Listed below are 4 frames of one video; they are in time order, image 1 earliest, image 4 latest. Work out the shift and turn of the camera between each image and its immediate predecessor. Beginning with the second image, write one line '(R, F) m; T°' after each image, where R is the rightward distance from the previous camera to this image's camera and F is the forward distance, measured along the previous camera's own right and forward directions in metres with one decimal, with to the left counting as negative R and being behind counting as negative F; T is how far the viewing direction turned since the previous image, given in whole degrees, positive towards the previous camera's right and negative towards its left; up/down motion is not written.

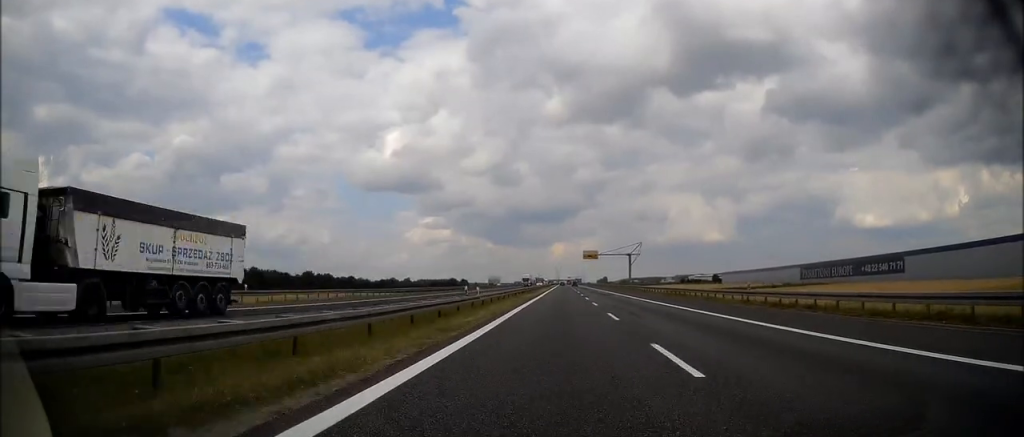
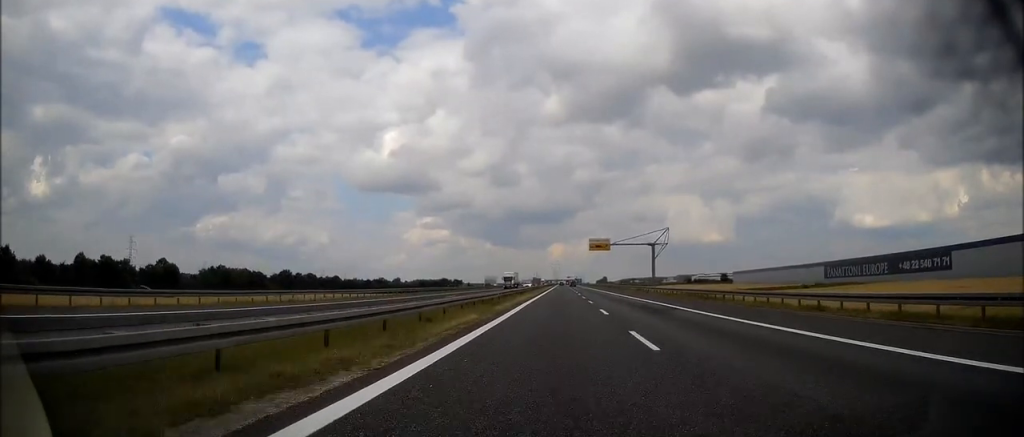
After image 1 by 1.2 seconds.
(+0.2, +34.5) m; +1°
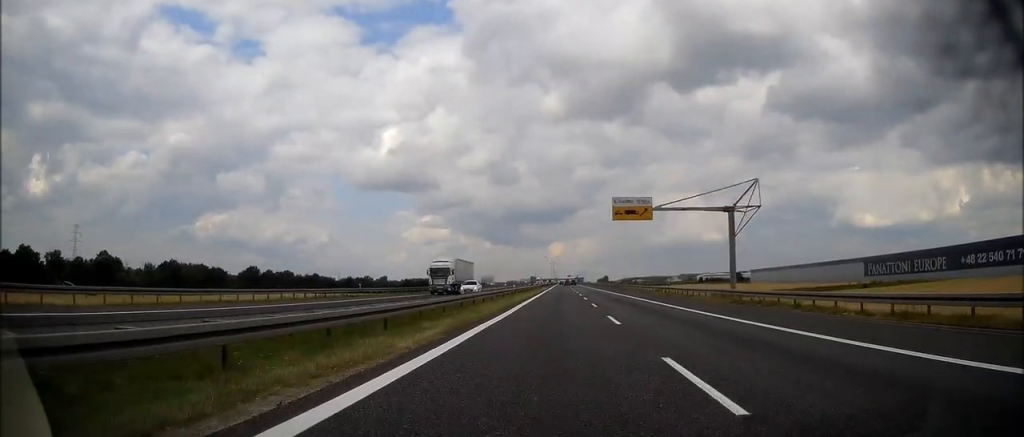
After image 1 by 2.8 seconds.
(+0.1, +43.7) m; 0°
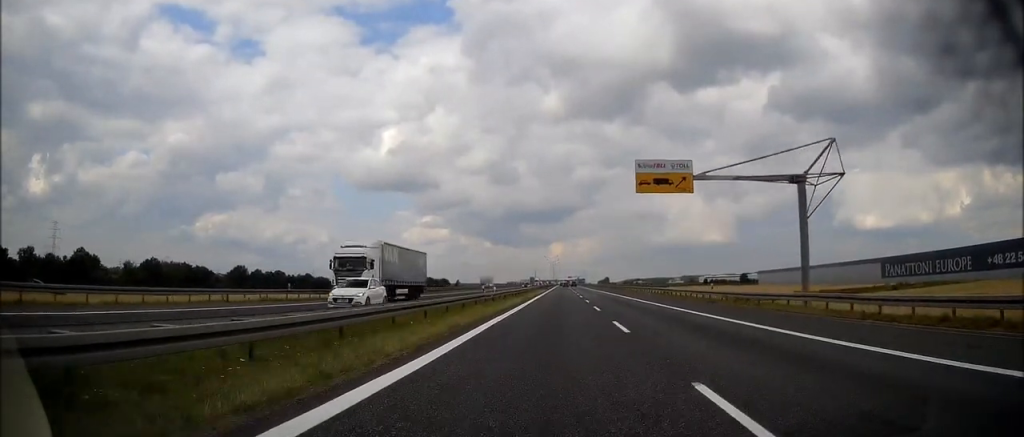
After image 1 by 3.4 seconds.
(0.0, +15.3) m; 0°
